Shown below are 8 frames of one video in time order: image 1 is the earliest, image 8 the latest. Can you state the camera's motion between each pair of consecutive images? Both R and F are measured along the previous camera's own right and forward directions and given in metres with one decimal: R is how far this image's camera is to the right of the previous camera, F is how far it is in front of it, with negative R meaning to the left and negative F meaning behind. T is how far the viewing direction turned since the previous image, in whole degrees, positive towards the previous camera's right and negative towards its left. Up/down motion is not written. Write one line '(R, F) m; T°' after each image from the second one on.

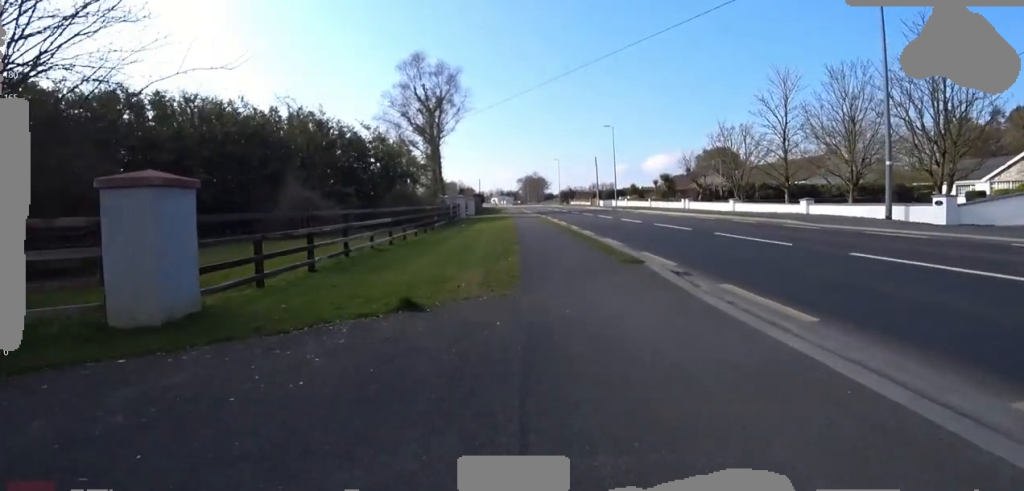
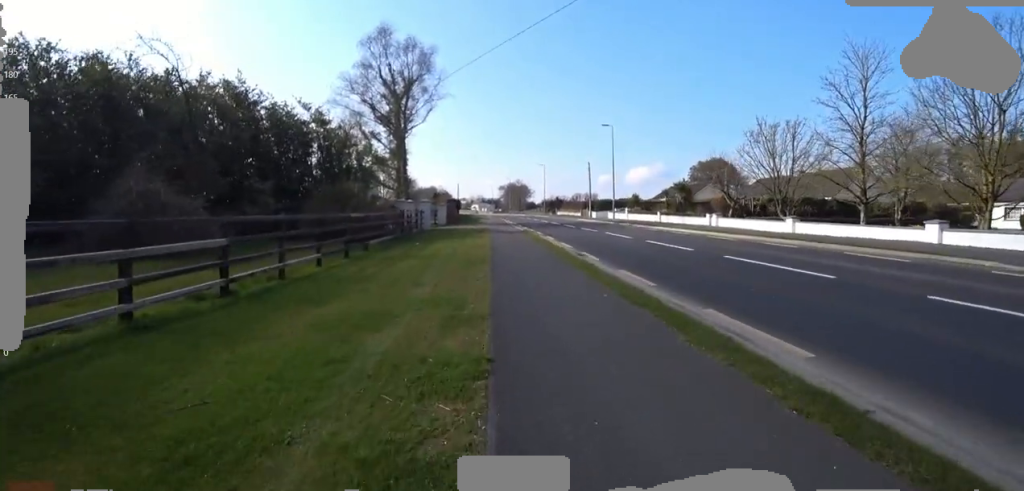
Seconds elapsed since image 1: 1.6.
(-0.5, +8.3) m; -6°
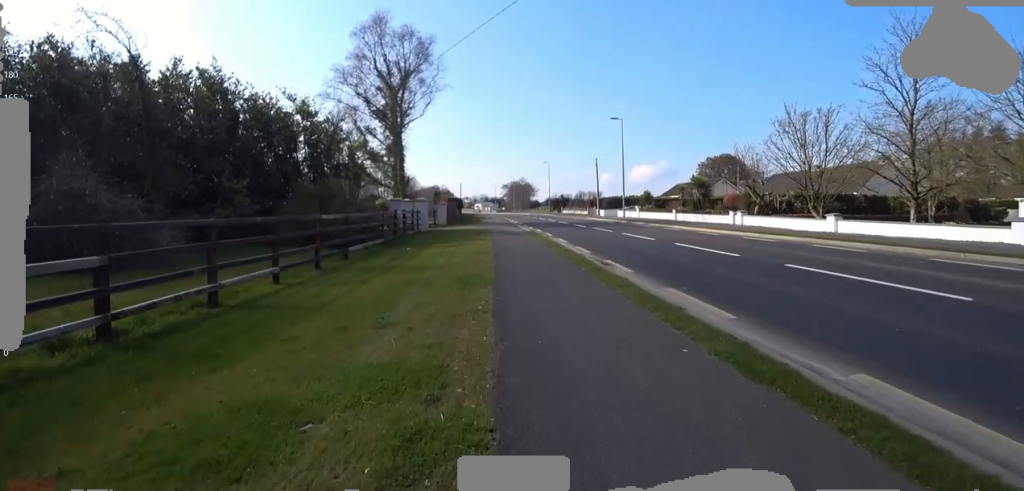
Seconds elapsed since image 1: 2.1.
(0.0, +2.5) m; -4°
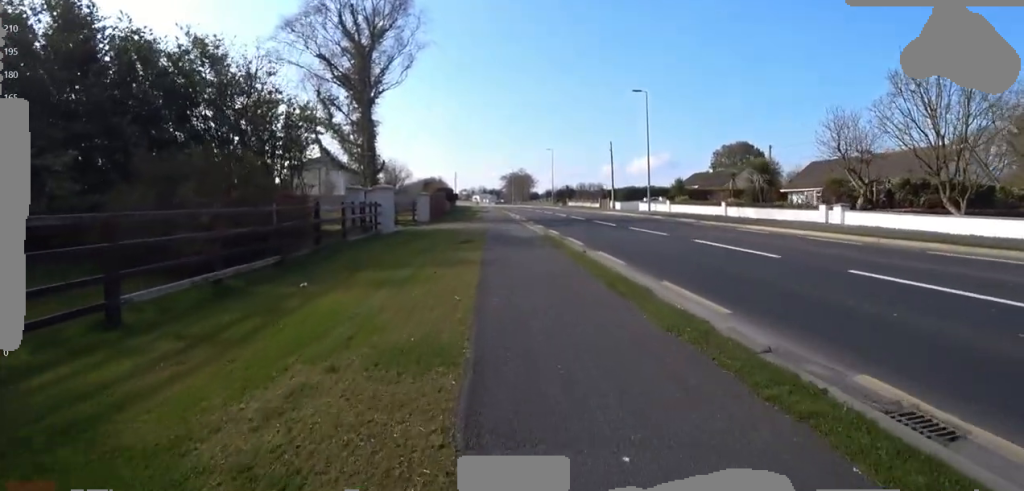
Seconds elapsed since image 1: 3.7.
(+0.1, +8.1) m; +10°
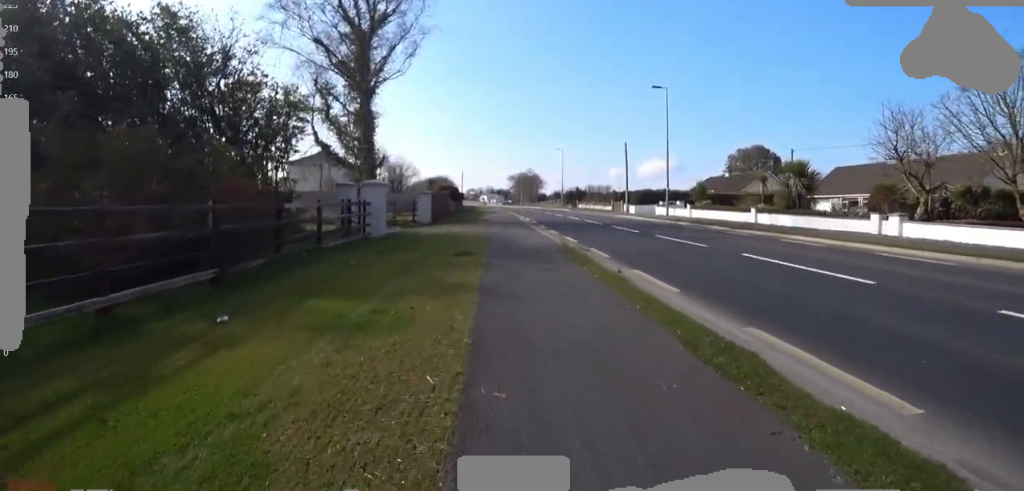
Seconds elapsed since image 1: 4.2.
(+0.5, +2.3) m; +3°
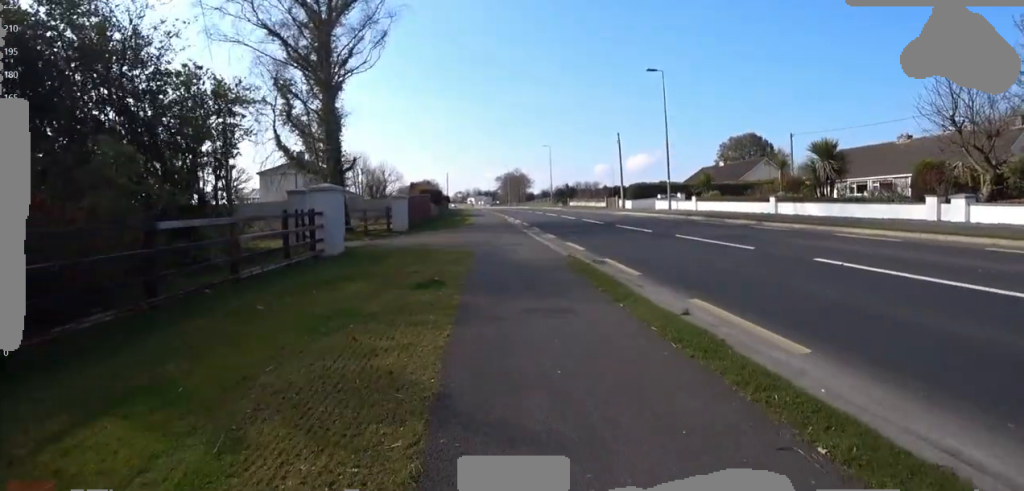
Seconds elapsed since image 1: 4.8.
(-0.2, +3.0) m; -6°
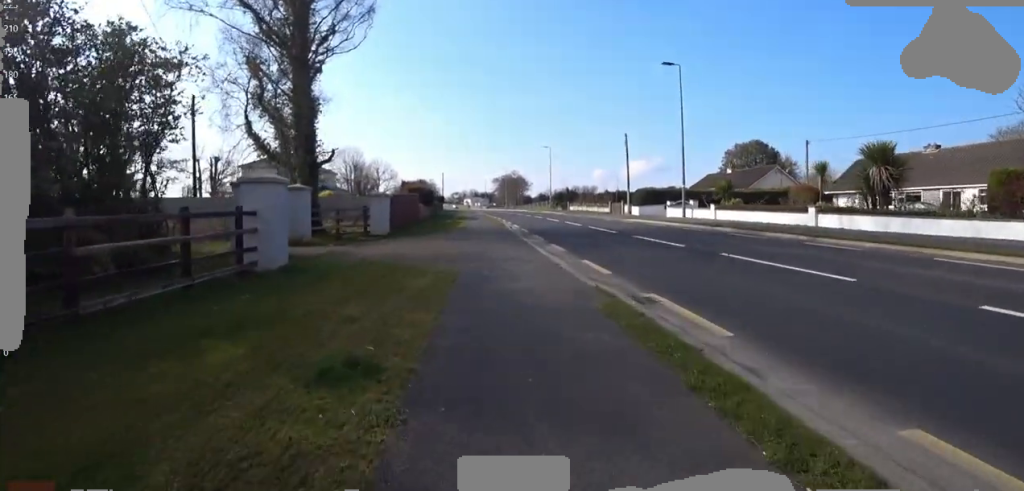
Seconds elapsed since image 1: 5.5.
(-0.2, +3.2) m; -7°
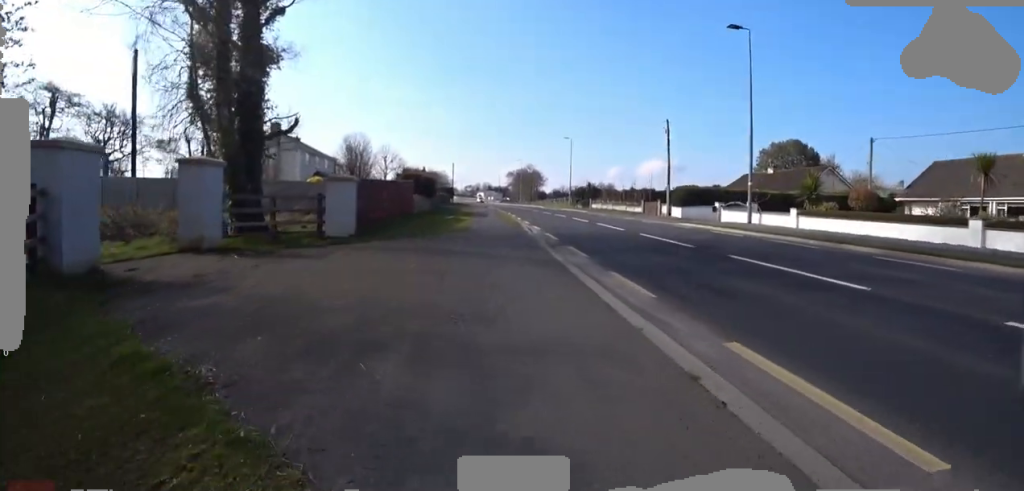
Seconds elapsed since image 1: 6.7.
(+0.2, +6.4) m; +8°
